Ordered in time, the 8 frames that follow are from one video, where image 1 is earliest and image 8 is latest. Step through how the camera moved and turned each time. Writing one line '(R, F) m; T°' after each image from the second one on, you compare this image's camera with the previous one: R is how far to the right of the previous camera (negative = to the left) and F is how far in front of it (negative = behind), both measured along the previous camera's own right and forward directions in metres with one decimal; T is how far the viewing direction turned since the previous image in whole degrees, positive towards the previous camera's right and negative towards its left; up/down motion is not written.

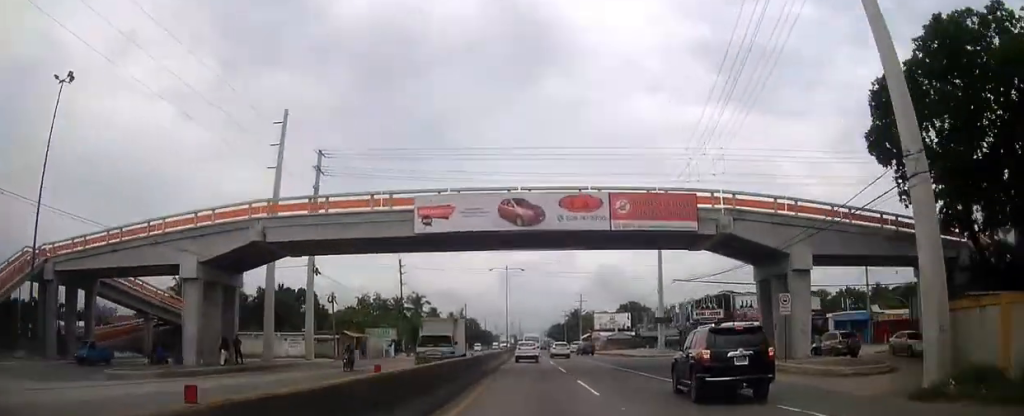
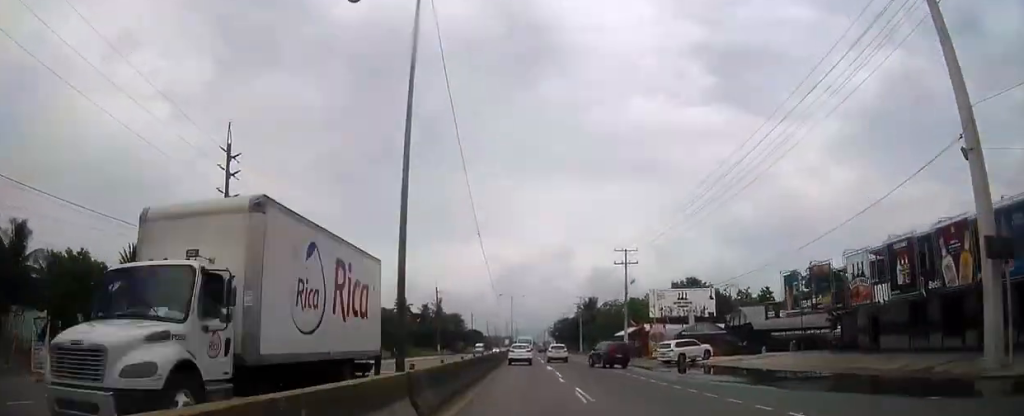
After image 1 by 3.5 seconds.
(+0.3, +55.1) m; 0°
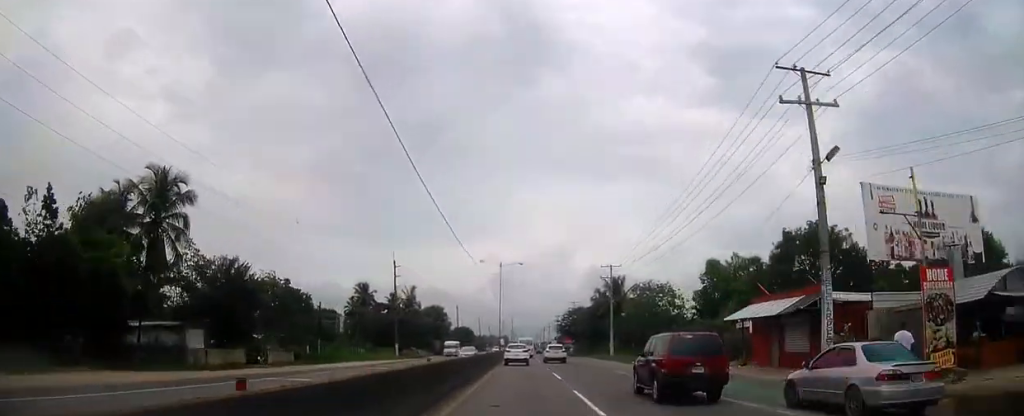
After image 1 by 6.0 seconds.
(-0.1, +41.8) m; 0°
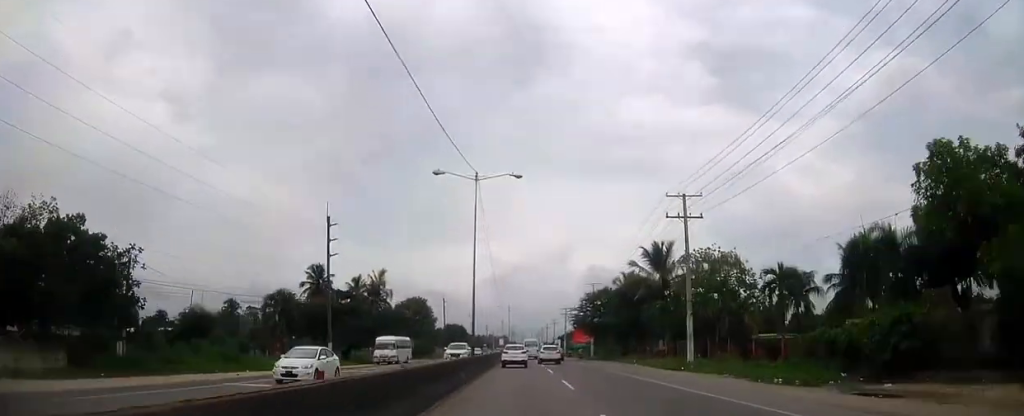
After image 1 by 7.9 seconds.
(0.0, +33.2) m; 0°
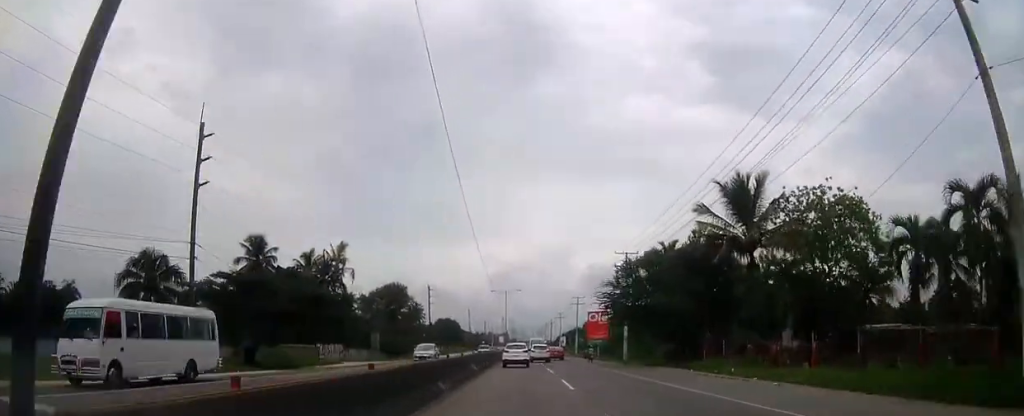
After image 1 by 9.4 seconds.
(0.0, +27.4) m; 0°
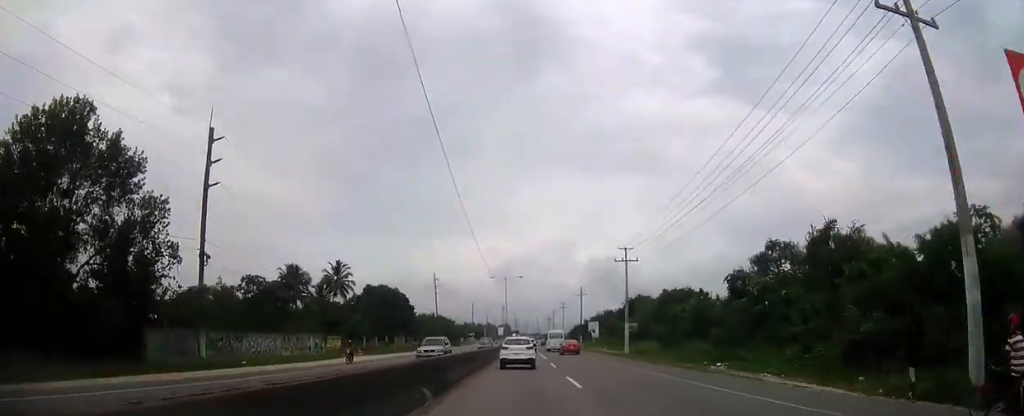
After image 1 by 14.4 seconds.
(-0.3, +96.8) m; 0°
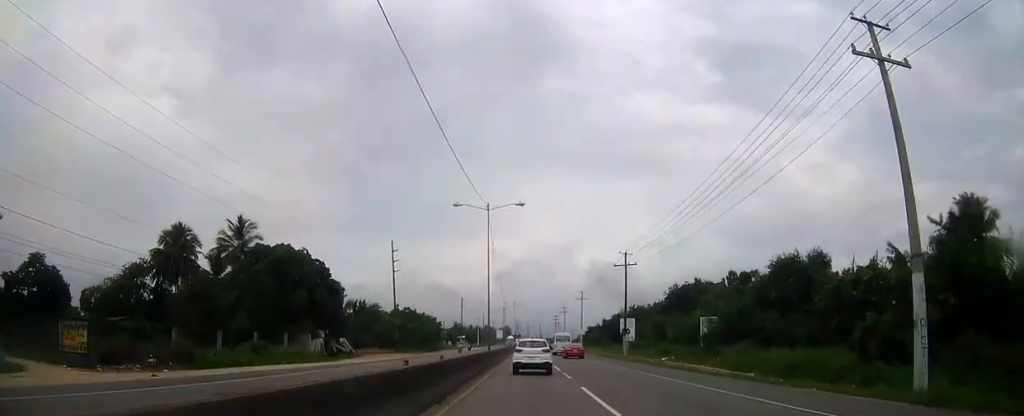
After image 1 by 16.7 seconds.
(0.0, +47.0) m; 0°
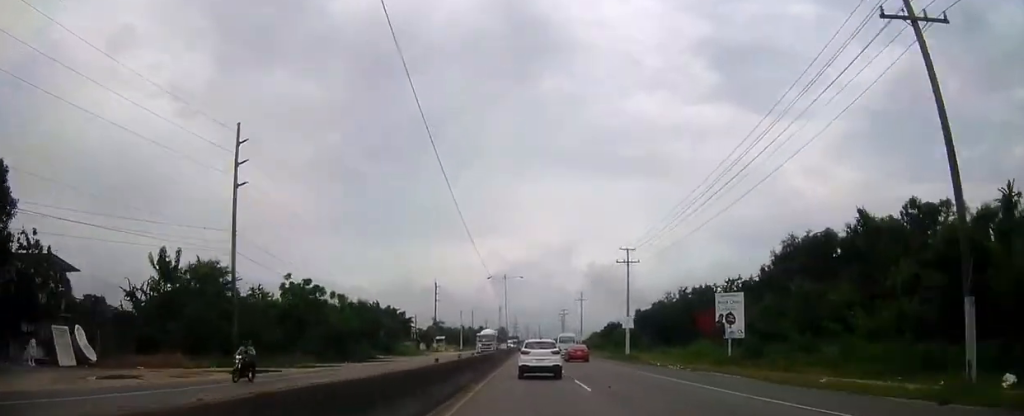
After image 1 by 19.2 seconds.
(0.0, +51.9) m; 0°
